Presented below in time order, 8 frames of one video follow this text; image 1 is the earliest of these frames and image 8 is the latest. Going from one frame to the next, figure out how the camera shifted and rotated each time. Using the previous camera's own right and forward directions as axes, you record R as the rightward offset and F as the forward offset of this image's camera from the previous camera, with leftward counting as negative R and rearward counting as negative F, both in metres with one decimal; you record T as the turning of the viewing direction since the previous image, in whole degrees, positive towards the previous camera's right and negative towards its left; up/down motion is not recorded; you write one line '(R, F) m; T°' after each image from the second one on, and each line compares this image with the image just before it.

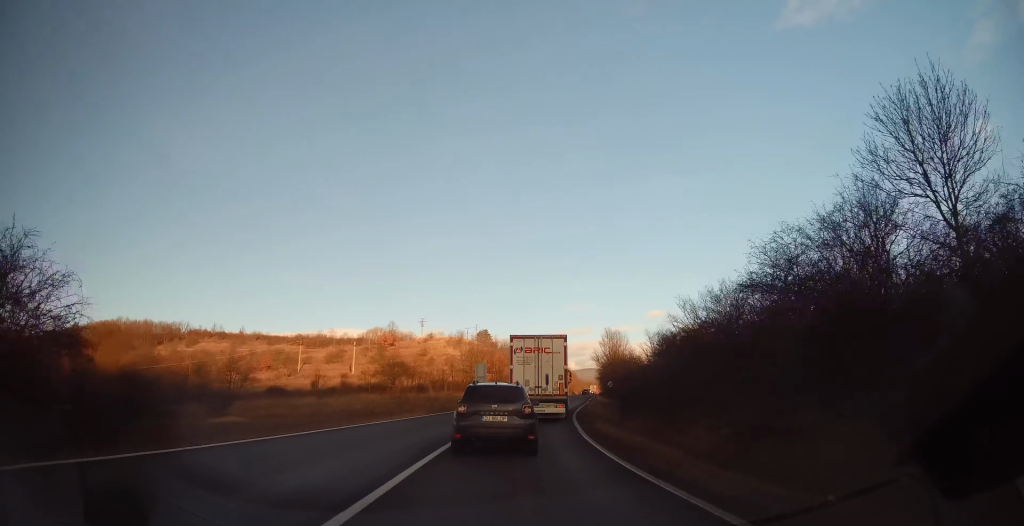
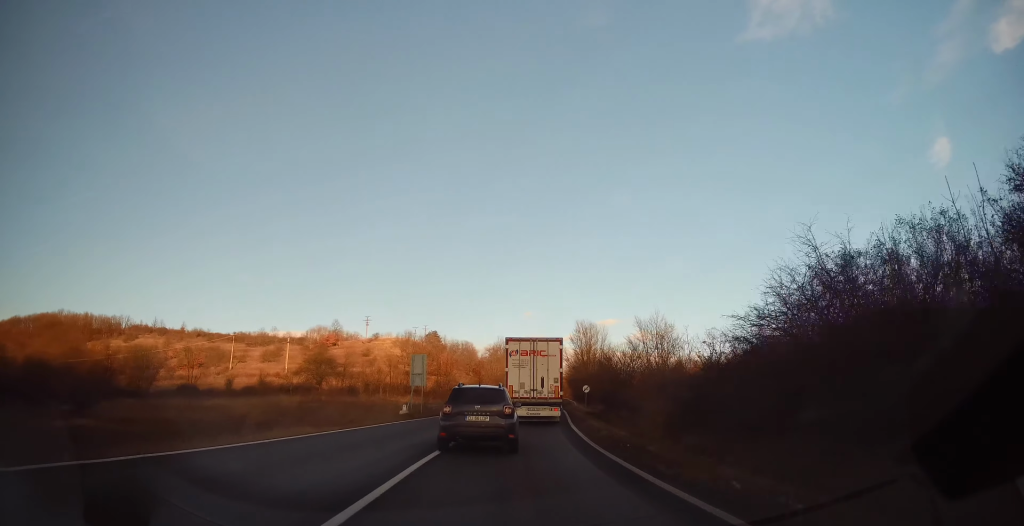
(+0.3, +16.8) m; +3°
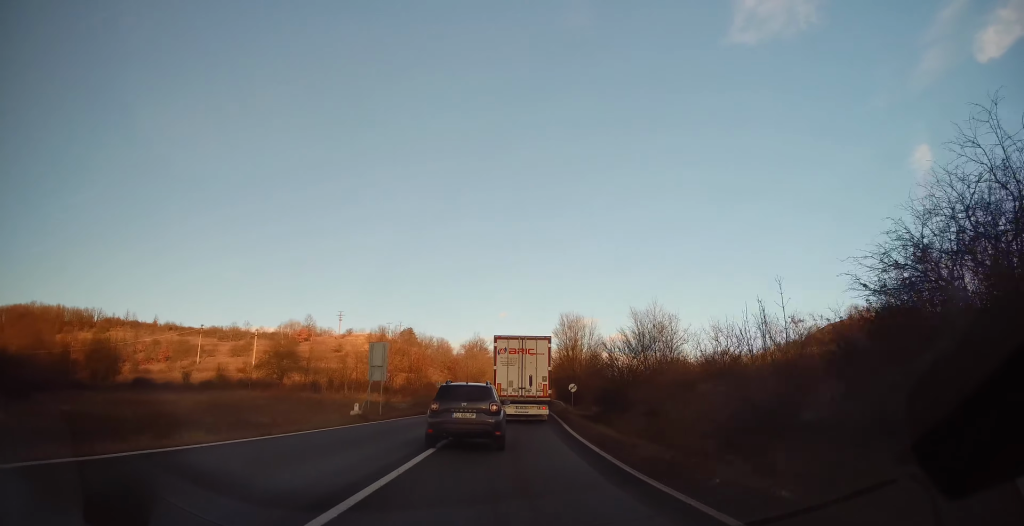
(+0.1, +6.7) m; +4°
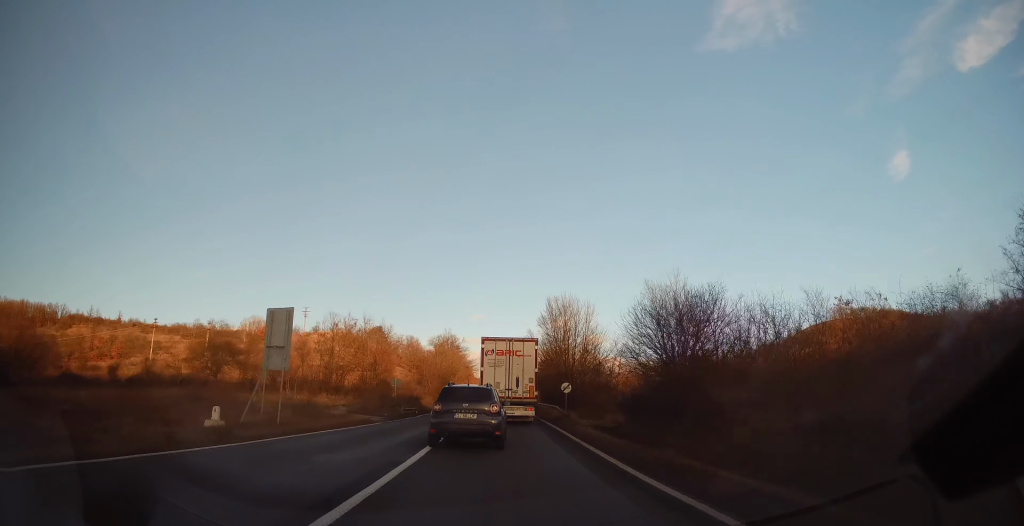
(+1.1, +12.5) m; +5°
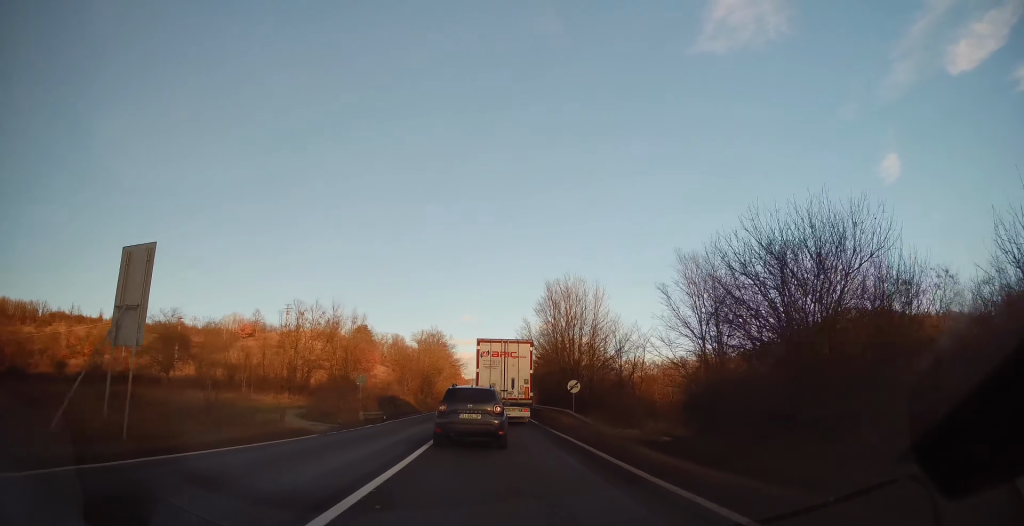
(-0.1, +8.7) m; -2°
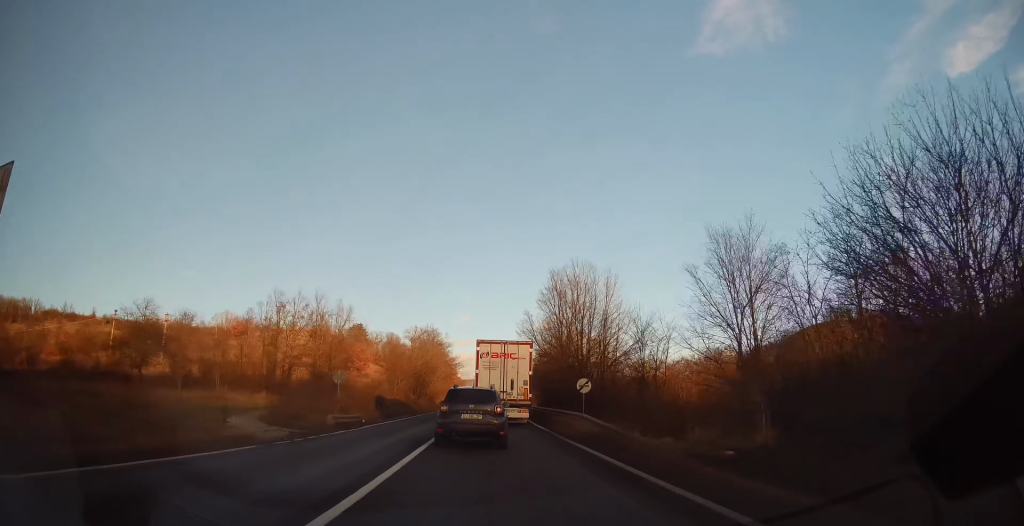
(-0.1, +4.7) m; -1°
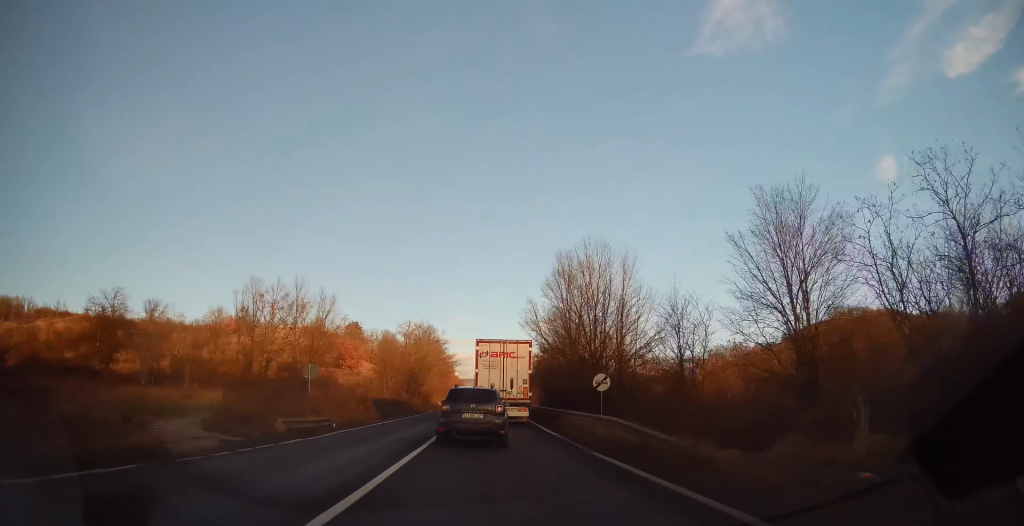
(0.0, +5.1) m; +2°
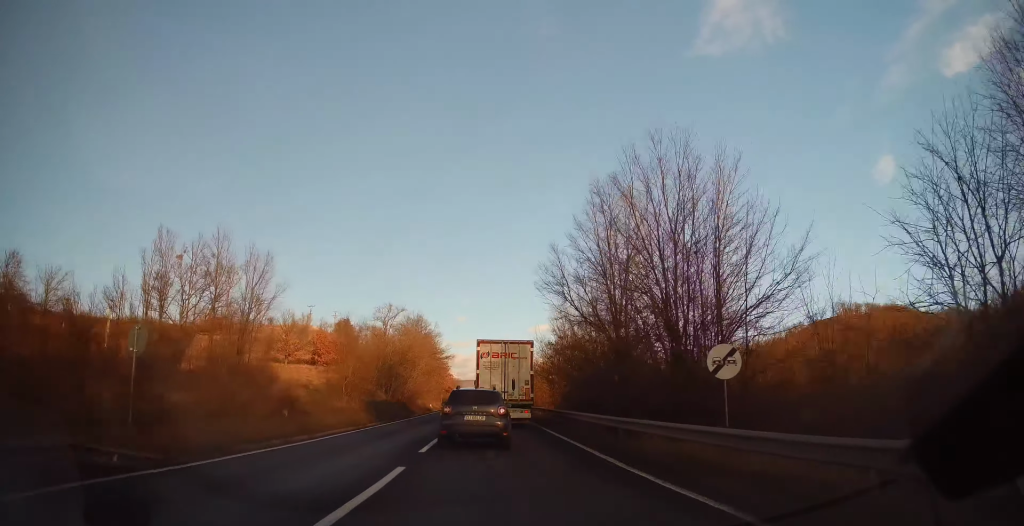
(+0.6, +13.4) m; +1°
